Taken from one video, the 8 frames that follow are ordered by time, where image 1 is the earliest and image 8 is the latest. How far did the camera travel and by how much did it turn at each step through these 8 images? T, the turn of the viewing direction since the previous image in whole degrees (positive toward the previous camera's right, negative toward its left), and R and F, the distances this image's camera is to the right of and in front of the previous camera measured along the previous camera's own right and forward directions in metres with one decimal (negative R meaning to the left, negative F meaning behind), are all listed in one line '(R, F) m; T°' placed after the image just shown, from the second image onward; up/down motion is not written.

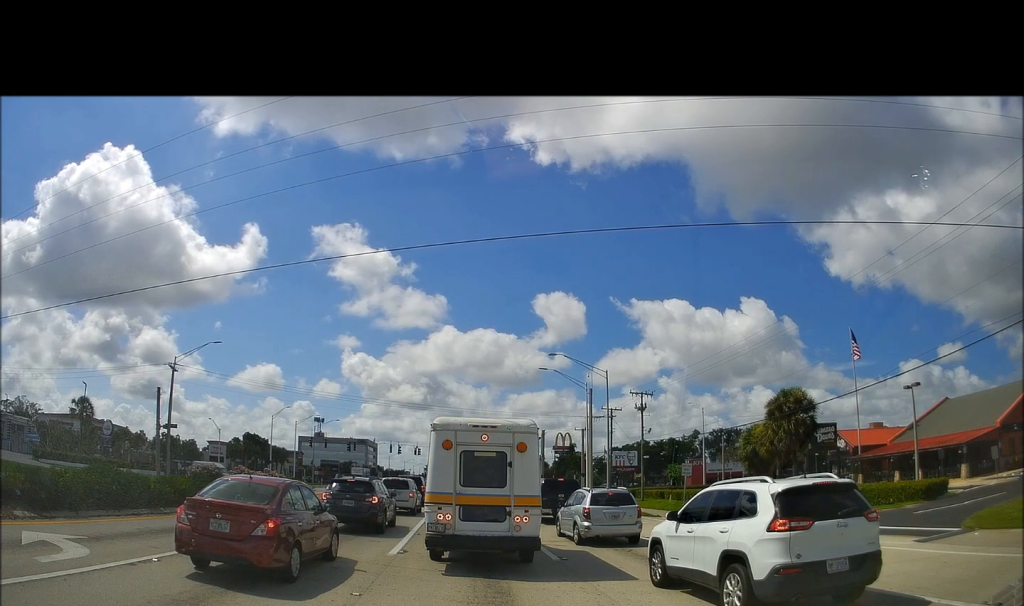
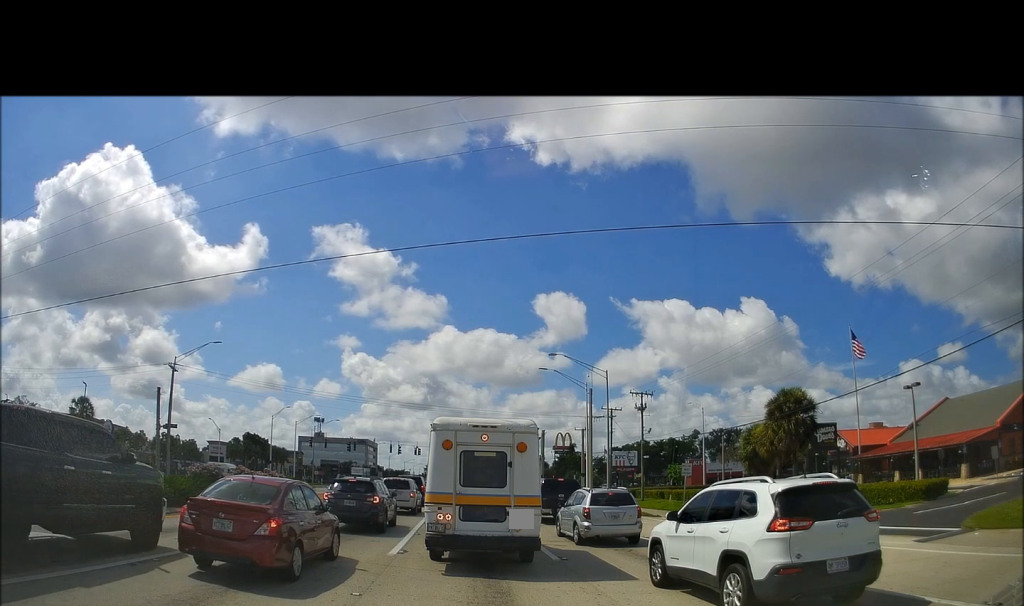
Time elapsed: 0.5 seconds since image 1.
(0.0, 0.0) m; 0°
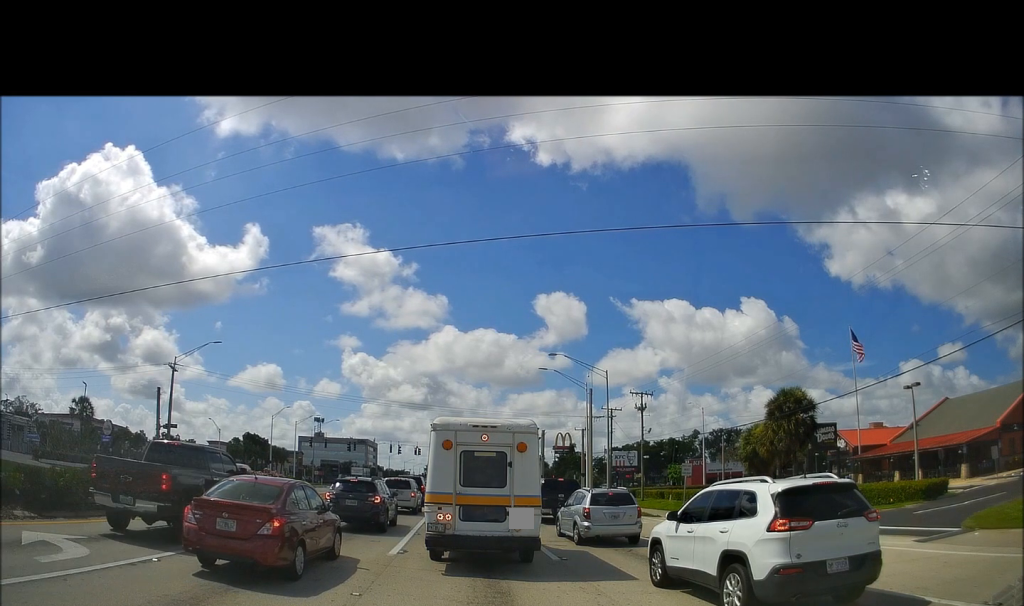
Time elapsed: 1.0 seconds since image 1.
(0.0, 0.0) m; 0°
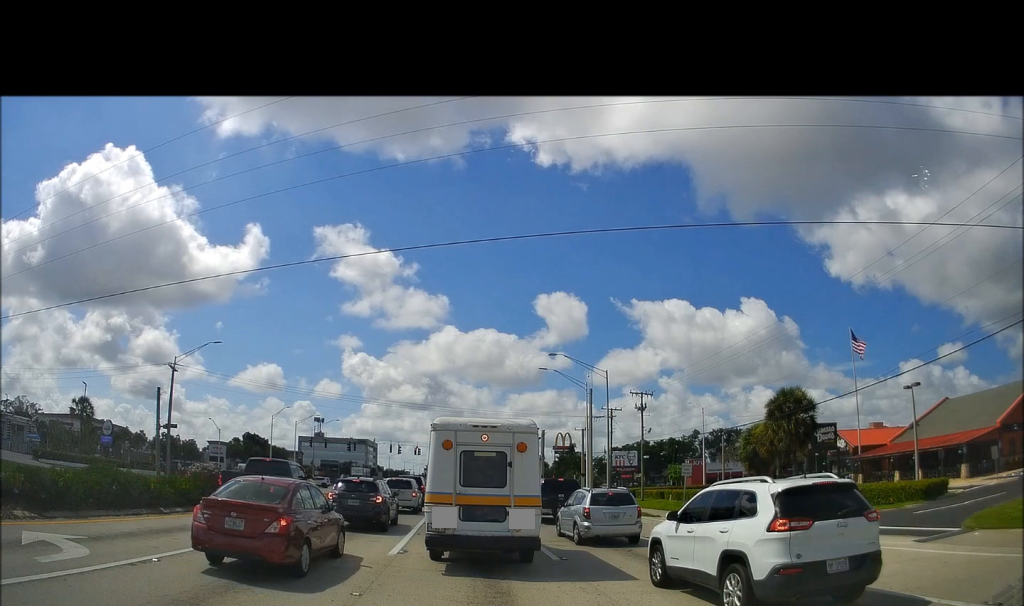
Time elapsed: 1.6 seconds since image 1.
(0.0, 0.0) m; 0°
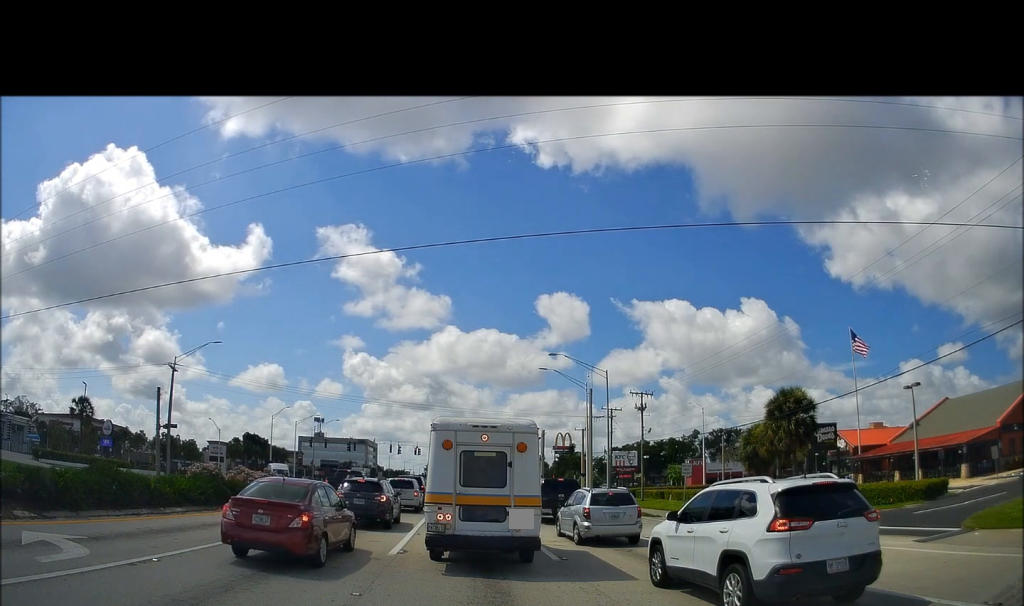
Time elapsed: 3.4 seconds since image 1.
(0.0, 0.0) m; 0°
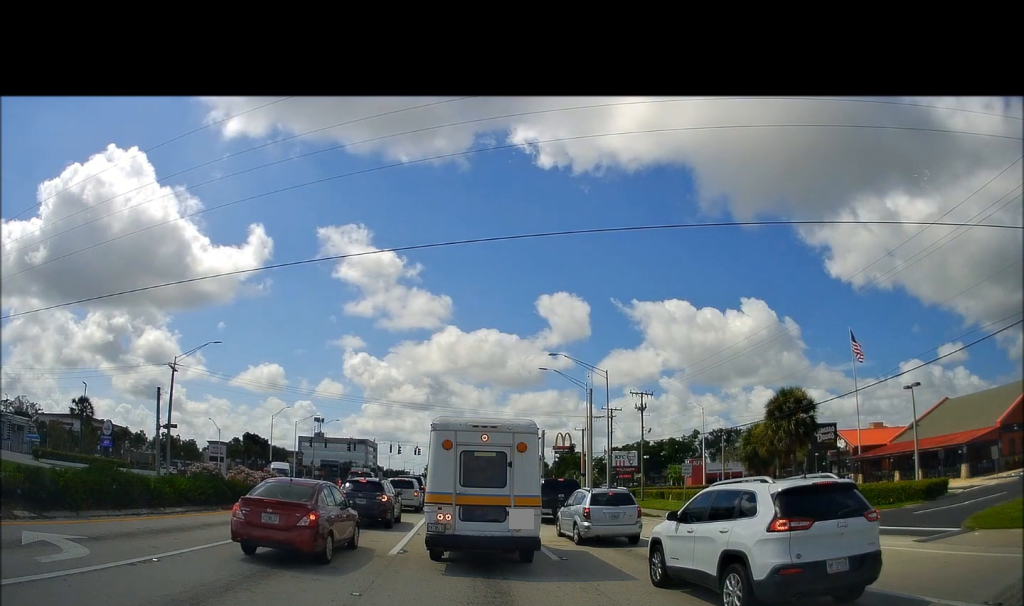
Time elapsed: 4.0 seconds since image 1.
(0.0, 0.0) m; 0°
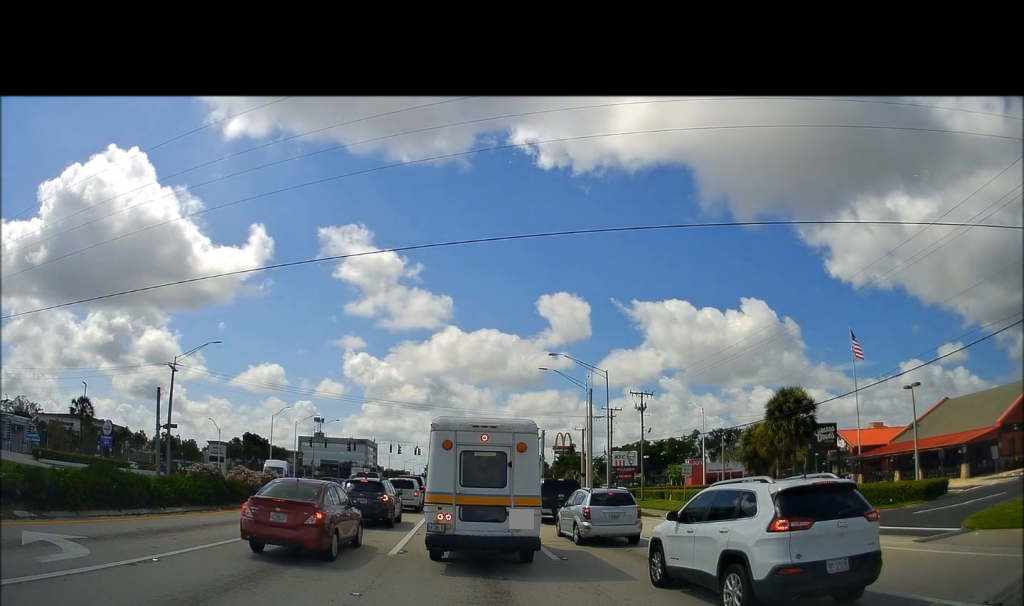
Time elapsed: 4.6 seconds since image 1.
(0.0, 0.0) m; 0°
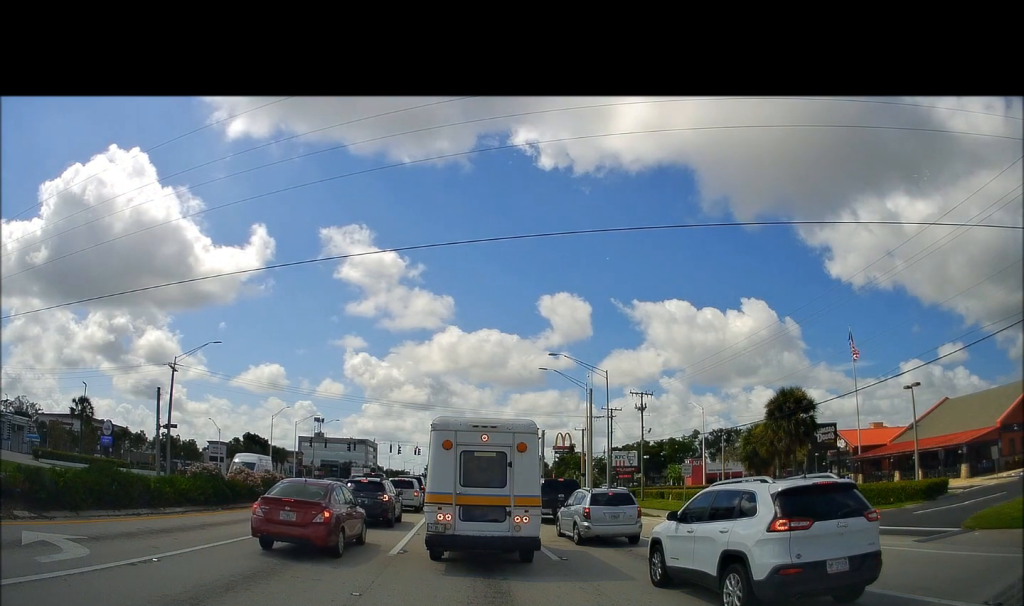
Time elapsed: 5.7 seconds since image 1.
(0.0, 0.0) m; 0°
